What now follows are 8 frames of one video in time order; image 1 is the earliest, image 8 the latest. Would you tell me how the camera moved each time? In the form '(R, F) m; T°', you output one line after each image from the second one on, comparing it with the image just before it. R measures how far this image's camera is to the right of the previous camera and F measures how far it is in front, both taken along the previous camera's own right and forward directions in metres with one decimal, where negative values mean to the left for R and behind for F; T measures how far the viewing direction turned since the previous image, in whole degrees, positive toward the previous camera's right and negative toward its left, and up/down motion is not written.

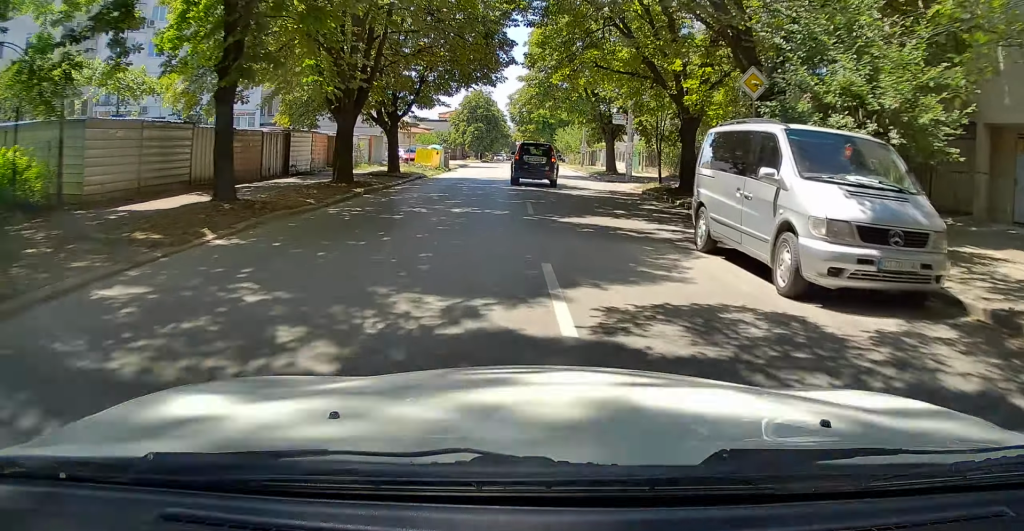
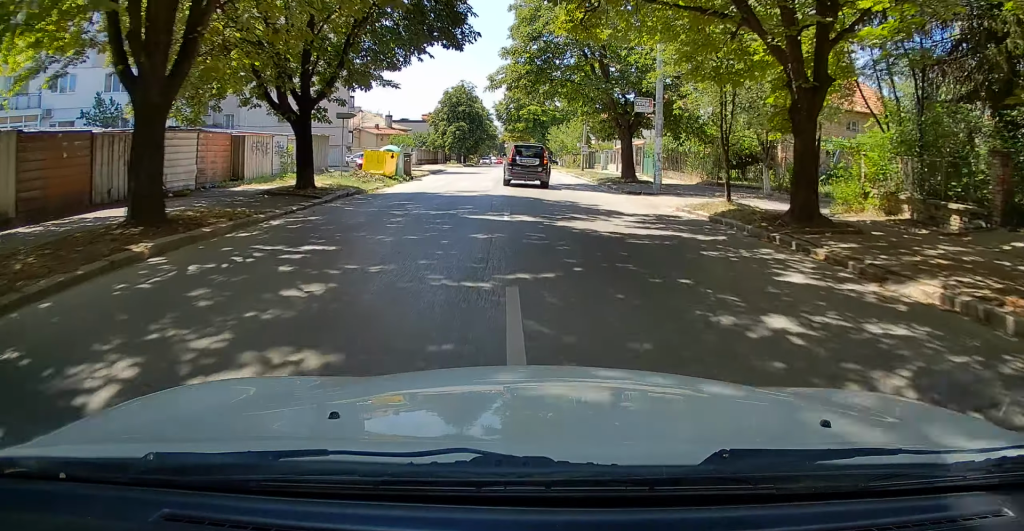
(+0.2, +9.6) m; 0°
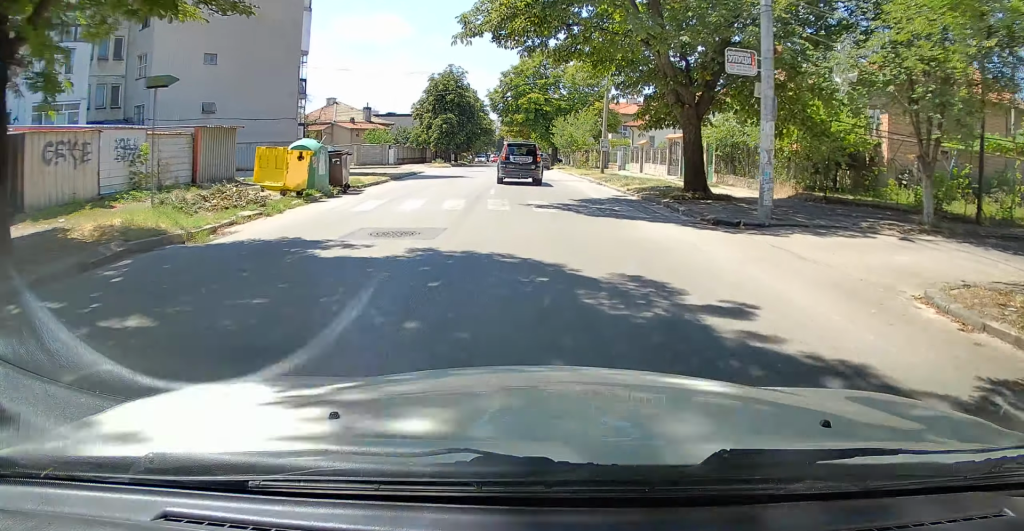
(-0.3, +11.4) m; -1°
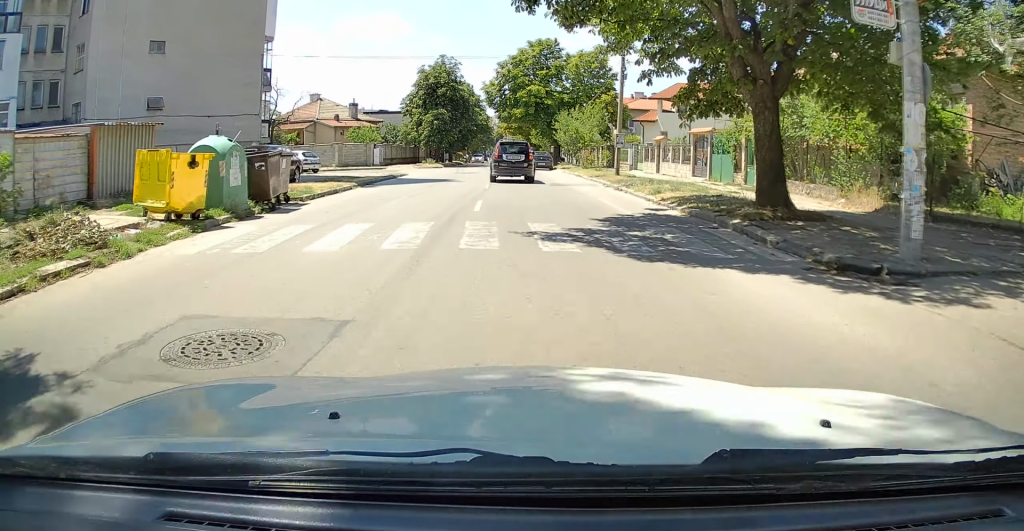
(+0.1, +6.0) m; +1°
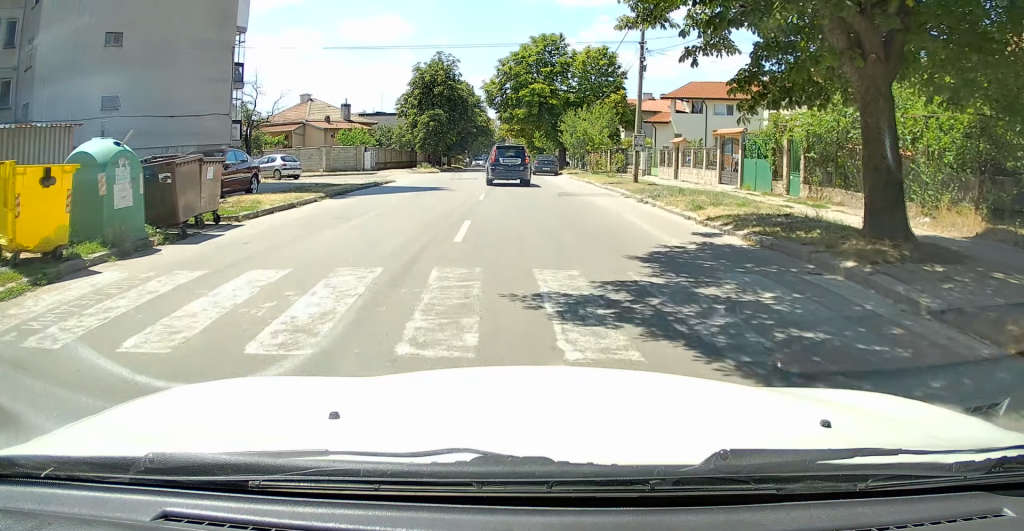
(+0.1, +4.1) m; +1°
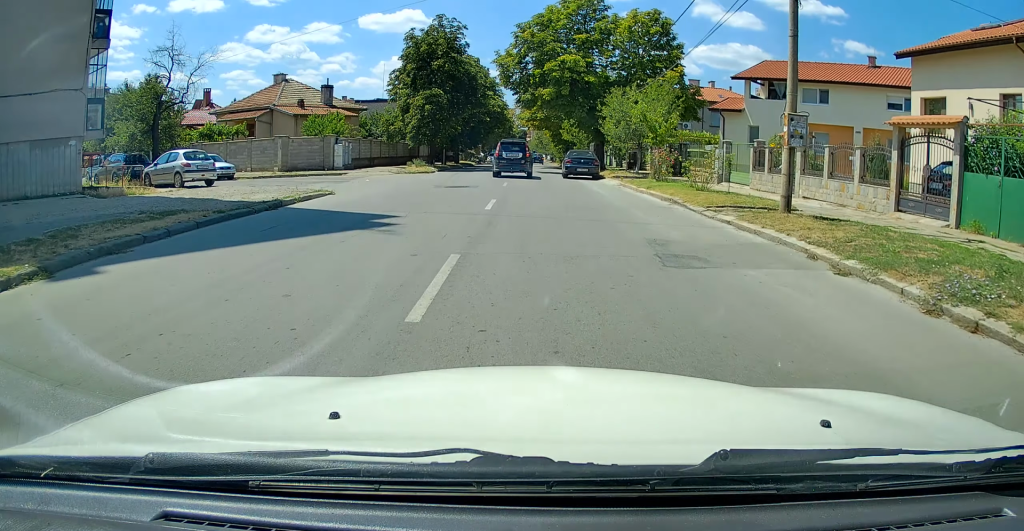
(0.0, +14.4) m; -1°
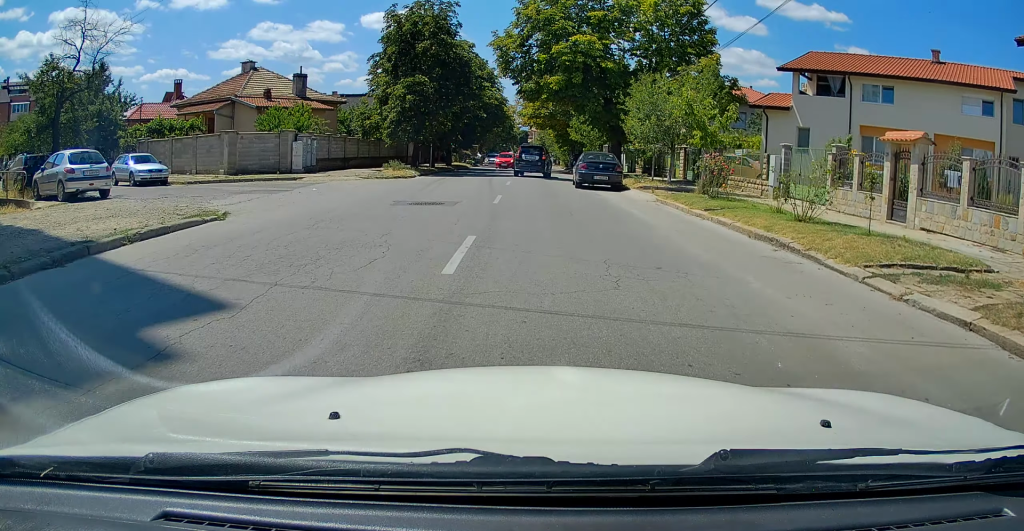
(-0.1, +9.6) m; -1°
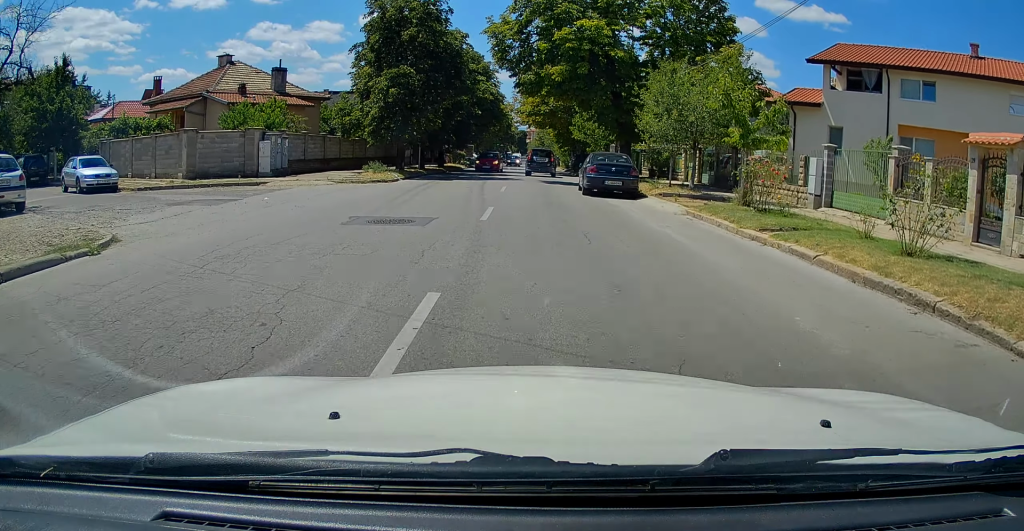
(0.0, +5.3) m; +3°
